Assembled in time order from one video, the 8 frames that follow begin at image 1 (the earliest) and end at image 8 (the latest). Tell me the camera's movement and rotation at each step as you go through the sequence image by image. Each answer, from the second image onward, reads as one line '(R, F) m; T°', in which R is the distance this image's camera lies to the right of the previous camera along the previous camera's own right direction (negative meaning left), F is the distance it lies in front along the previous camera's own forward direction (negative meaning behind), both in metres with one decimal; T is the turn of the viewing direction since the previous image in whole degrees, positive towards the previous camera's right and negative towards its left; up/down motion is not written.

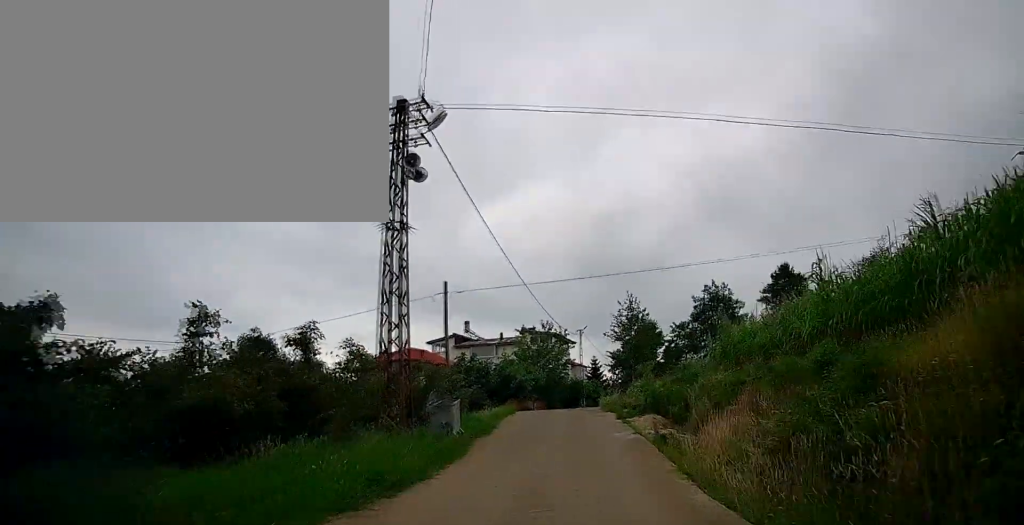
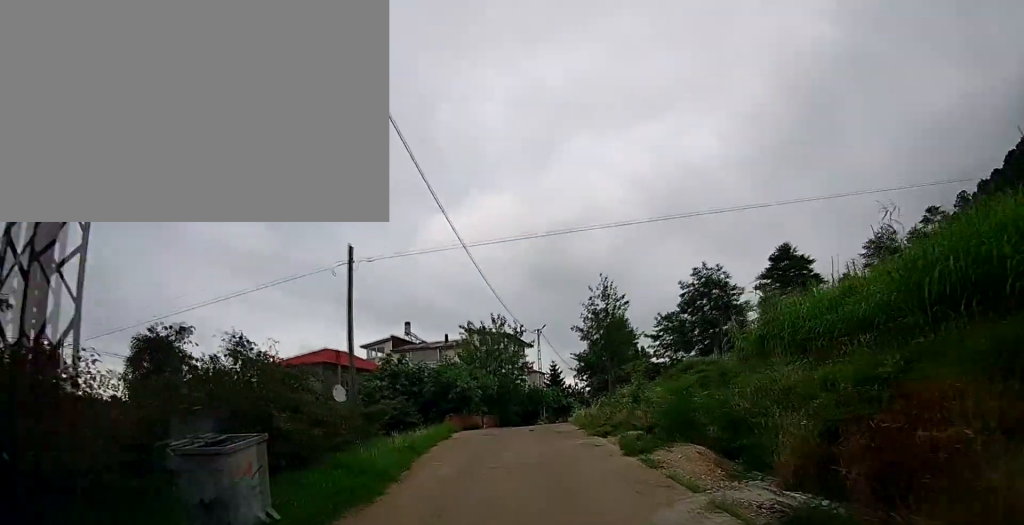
(+0.7, +9.5) m; +9°
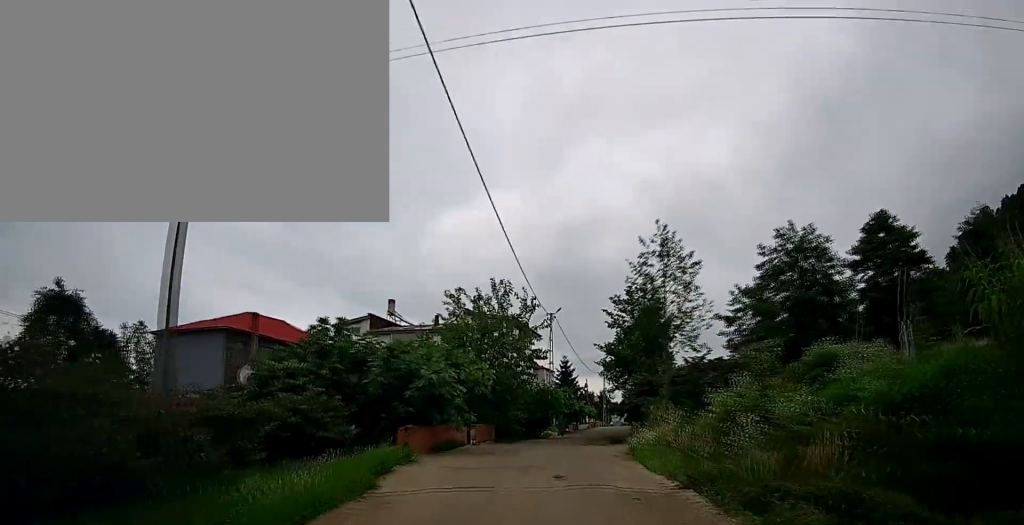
(+0.8, +11.7) m; +3°
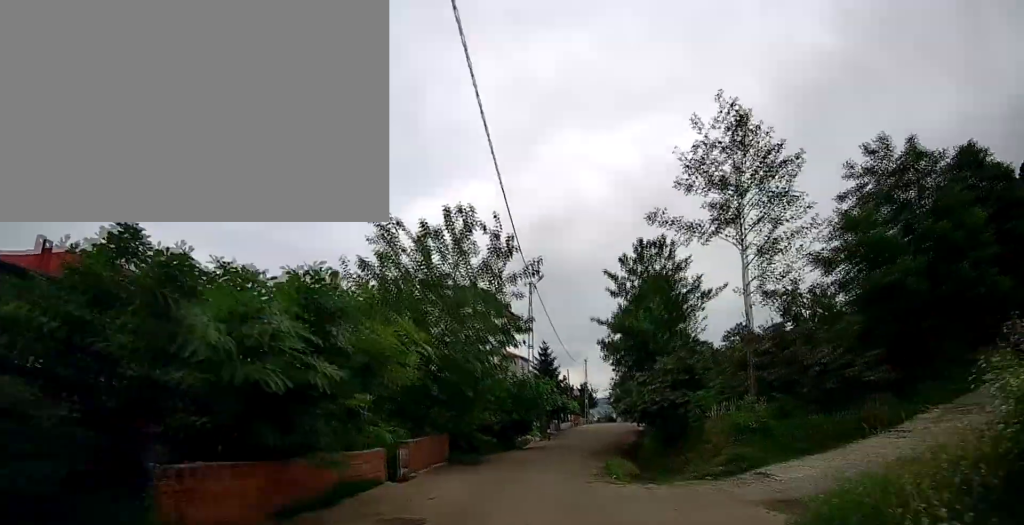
(-0.2, +10.0) m; +1°
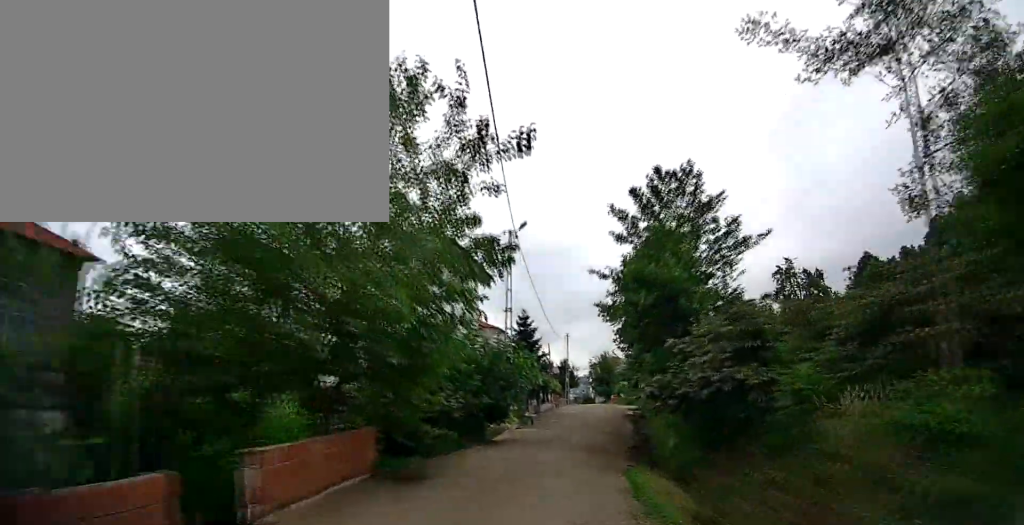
(+0.3, +6.0) m; +6°
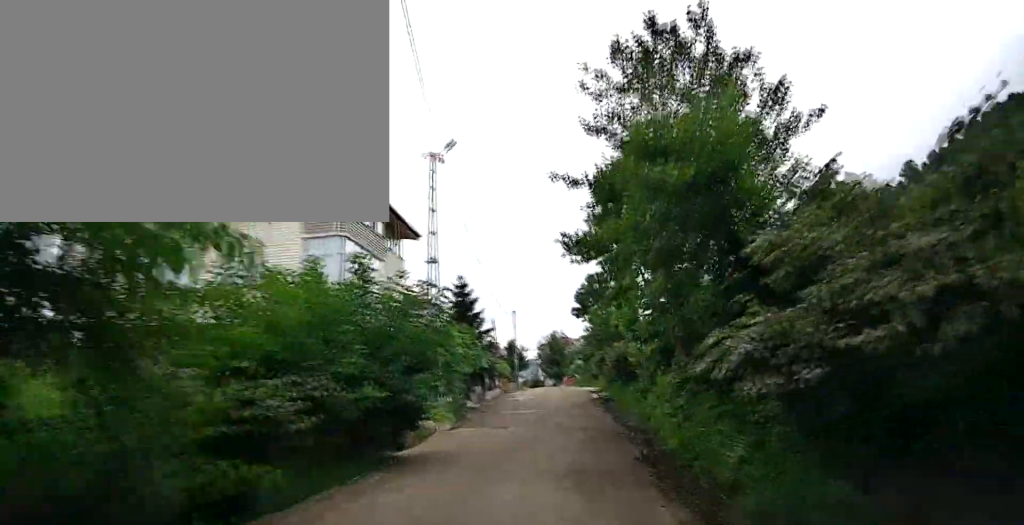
(+0.5, +6.7) m; +5°
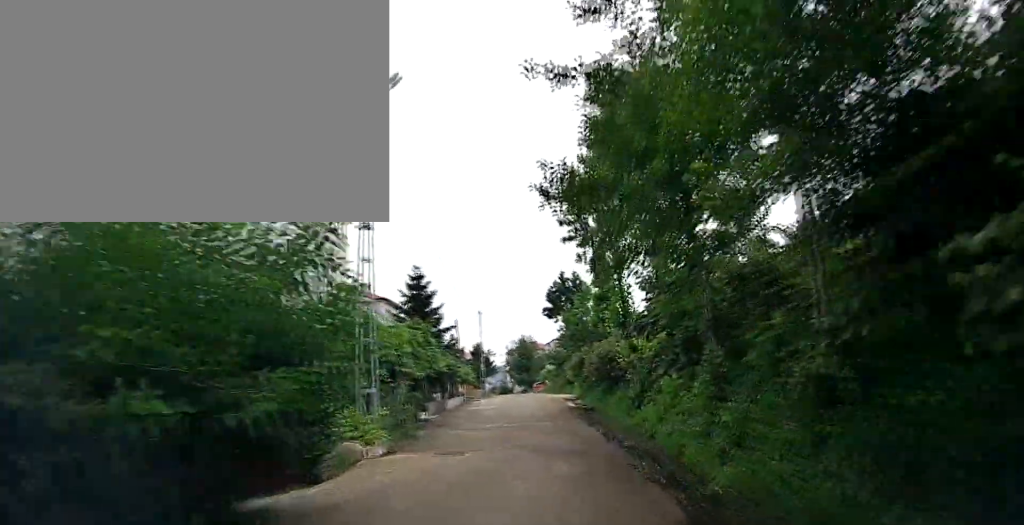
(0.0, +4.2) m; +1°
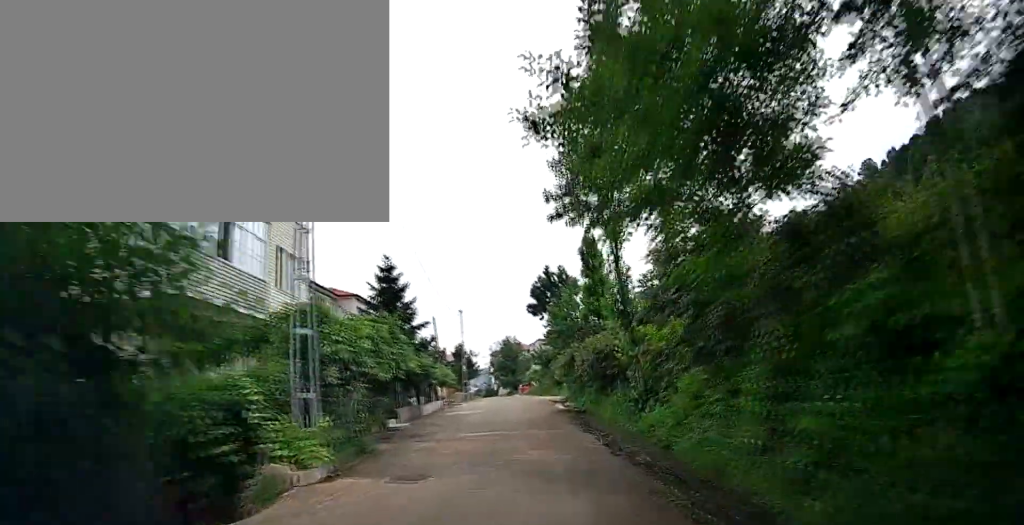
(+0.1, +2.8) m; +1°
